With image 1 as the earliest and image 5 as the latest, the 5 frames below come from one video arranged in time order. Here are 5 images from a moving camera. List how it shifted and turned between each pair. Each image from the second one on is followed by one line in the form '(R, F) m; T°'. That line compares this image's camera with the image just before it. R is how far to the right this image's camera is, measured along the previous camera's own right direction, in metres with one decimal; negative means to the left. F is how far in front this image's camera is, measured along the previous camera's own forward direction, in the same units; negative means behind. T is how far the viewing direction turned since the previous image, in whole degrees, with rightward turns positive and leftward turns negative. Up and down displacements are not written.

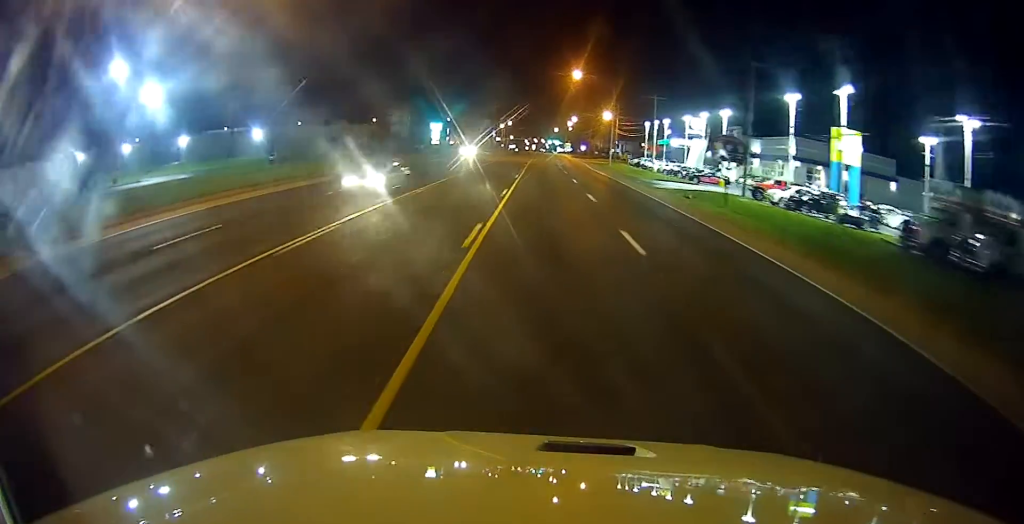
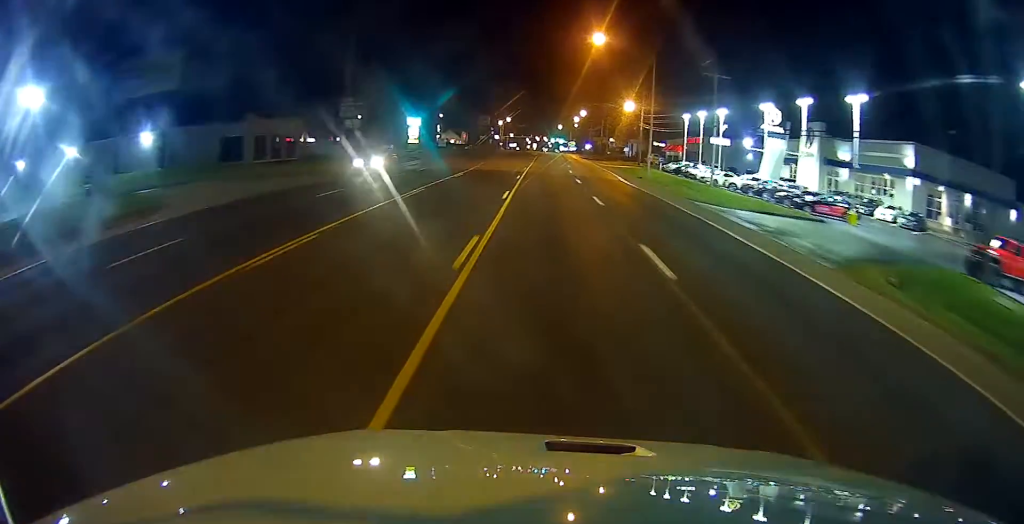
(+0.8, +26.6) m; +1°
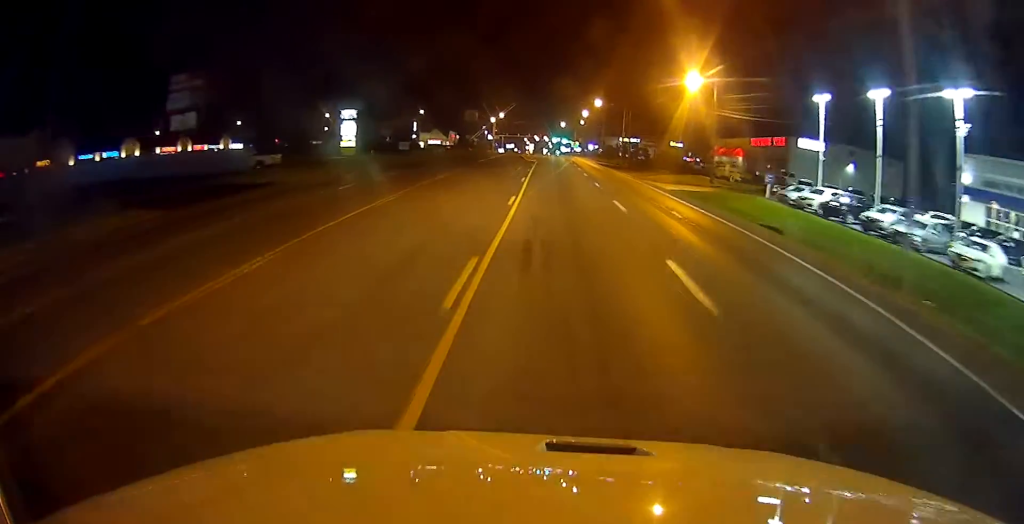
(-0.1, +38.8) m; 0°
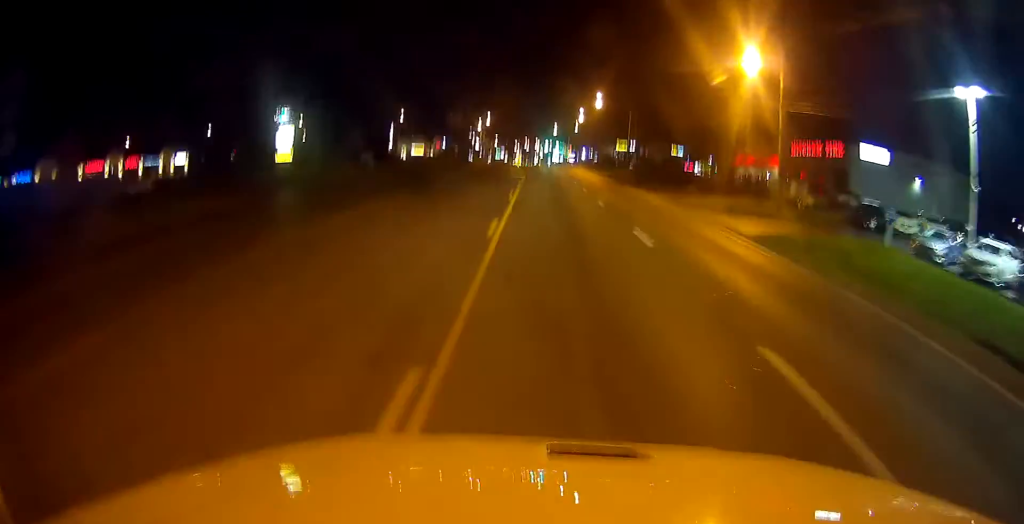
(-0.6, +17.2) m; -2°
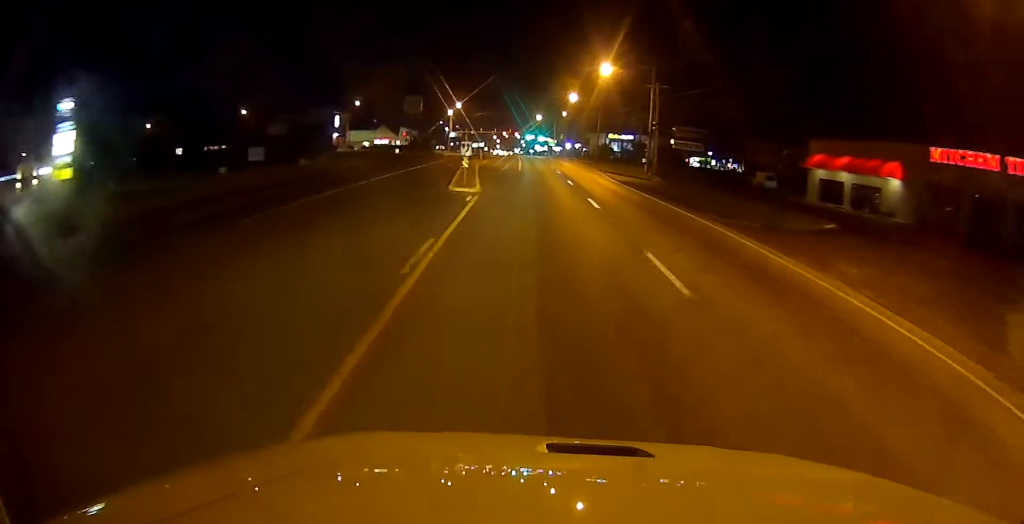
(+1.0, +29.9) m; +4°
